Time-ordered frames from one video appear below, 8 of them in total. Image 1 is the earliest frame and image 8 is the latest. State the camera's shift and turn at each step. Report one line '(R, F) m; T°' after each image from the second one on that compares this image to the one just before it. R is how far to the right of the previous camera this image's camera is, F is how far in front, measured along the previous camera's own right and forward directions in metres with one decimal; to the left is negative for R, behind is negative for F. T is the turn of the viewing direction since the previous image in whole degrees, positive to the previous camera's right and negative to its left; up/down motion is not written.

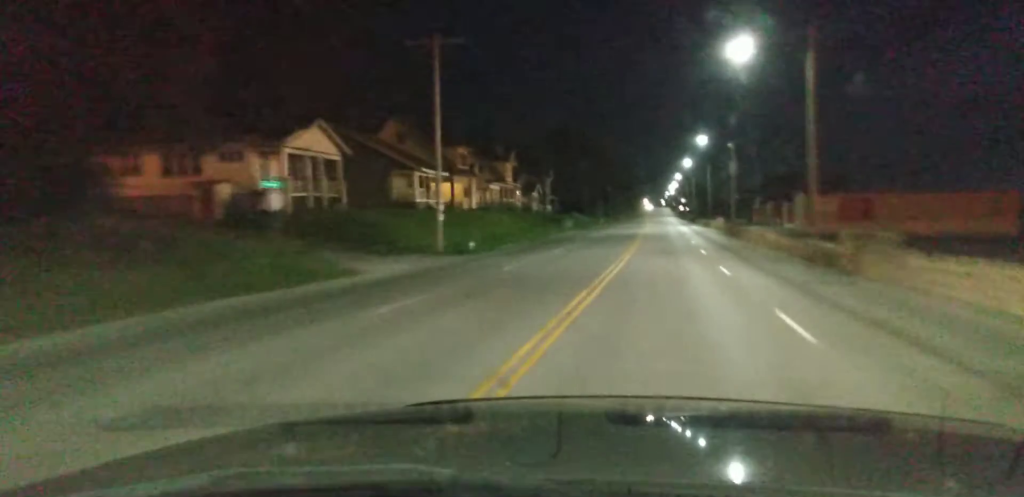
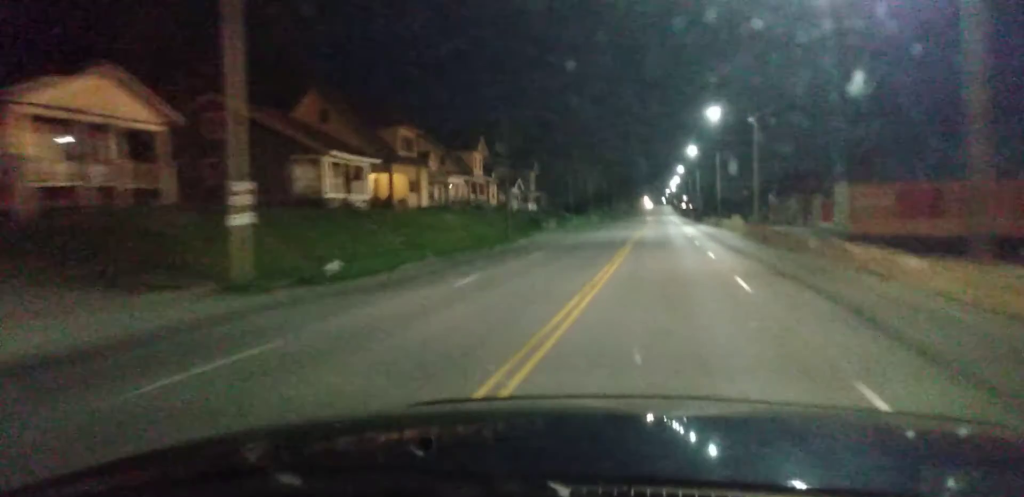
(0.0, +17.3) m; +1°
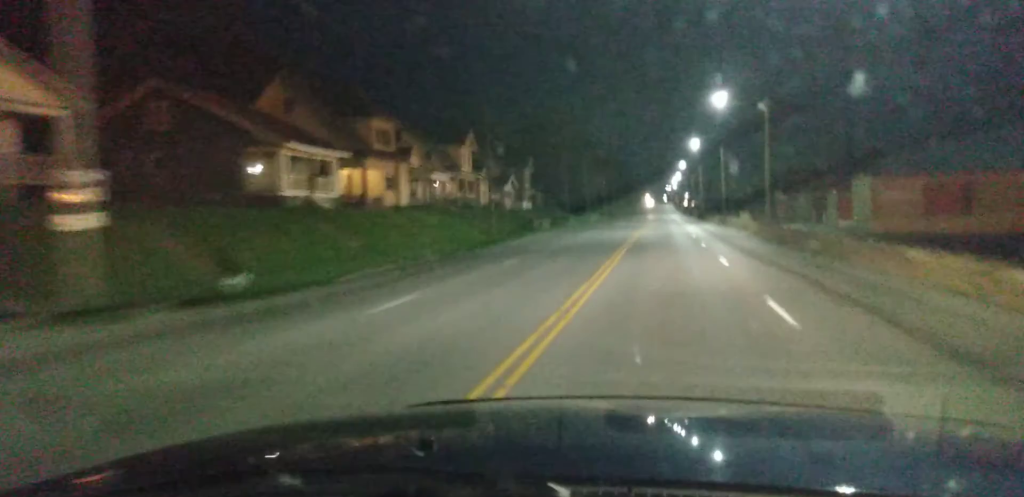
(0.0, +7.3) m; +1°
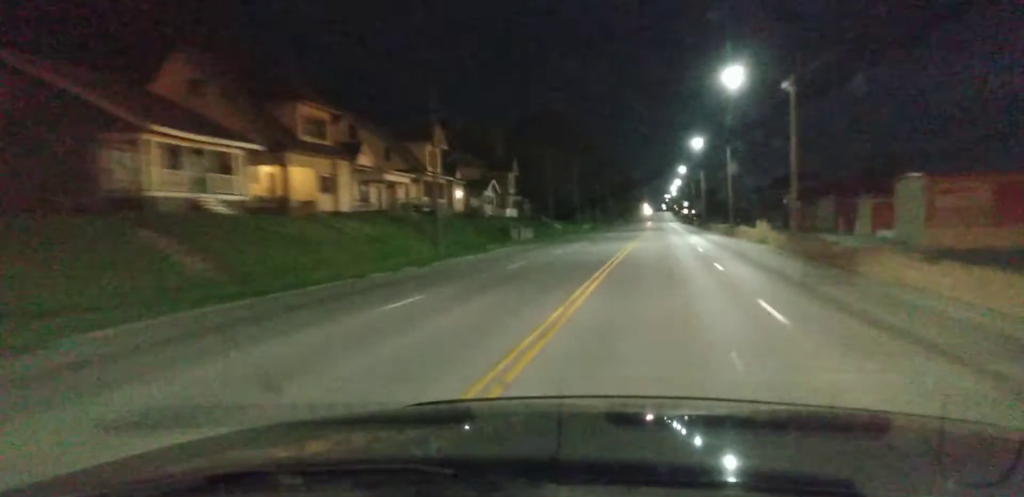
(+0.1, +10.0) m; 0°
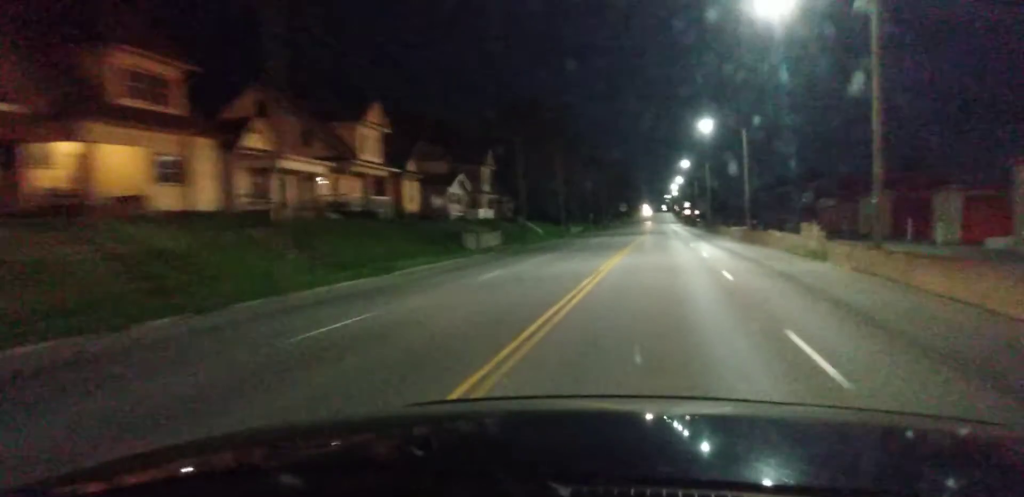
(0.0, +16.3) m; 0°
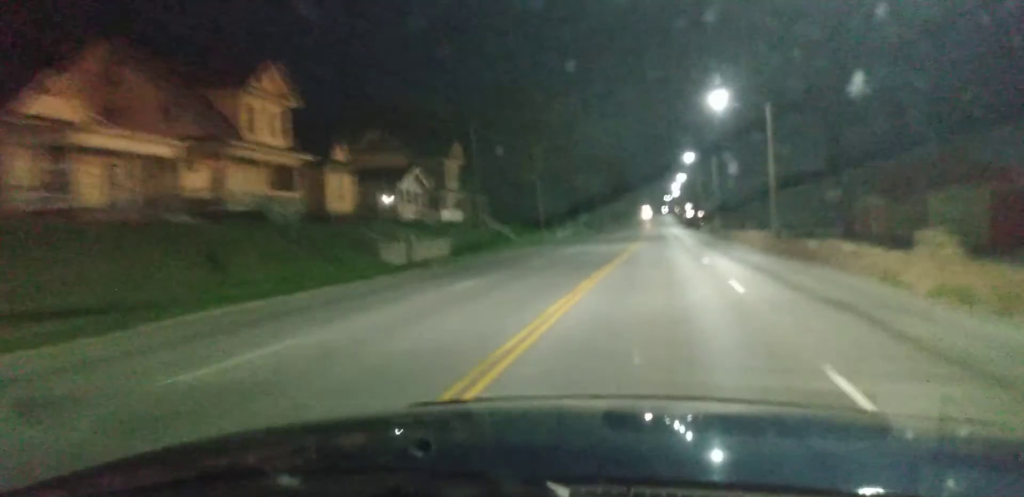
(0.0, +15.4) m; 0°
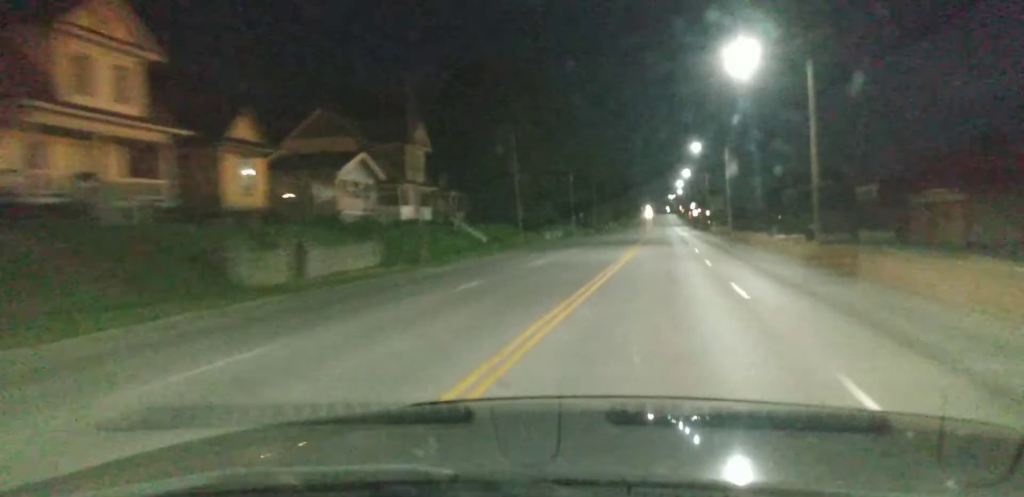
(0.0, +11.8) m; 0°
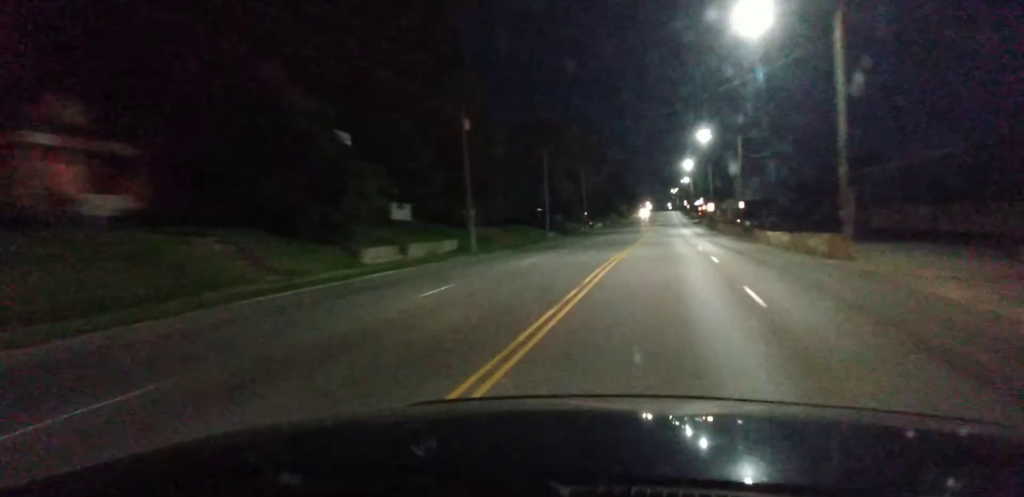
(-0.6, +52.6) m; -2°
